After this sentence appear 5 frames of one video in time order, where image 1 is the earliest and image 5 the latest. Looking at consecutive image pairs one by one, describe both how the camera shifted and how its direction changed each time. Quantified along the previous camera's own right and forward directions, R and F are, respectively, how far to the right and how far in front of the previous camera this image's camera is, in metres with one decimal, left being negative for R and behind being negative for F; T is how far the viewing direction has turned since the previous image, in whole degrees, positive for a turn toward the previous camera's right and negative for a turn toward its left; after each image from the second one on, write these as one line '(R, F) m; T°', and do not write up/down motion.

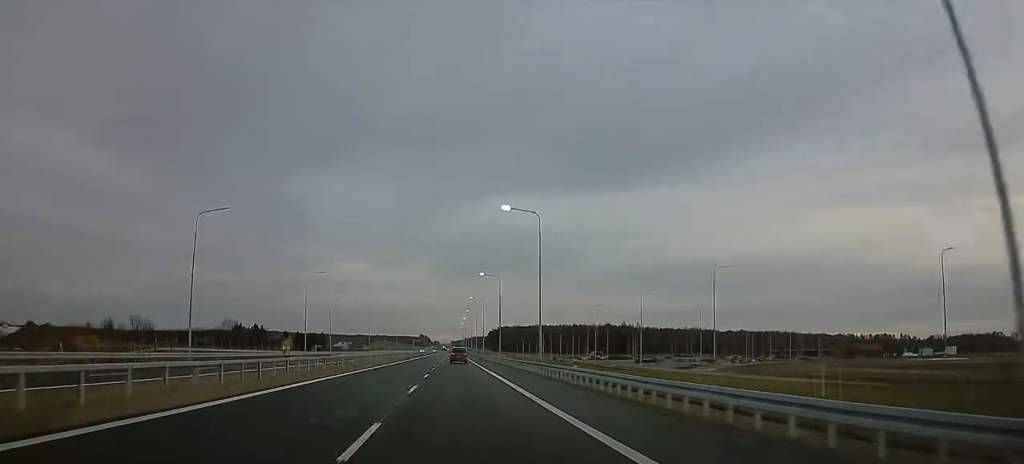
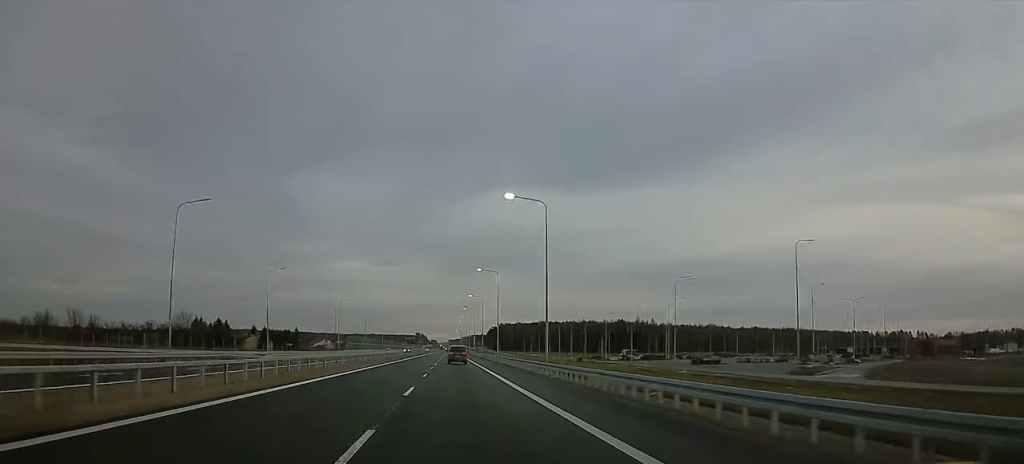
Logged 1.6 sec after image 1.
(0.0, +48.9) m; -1°
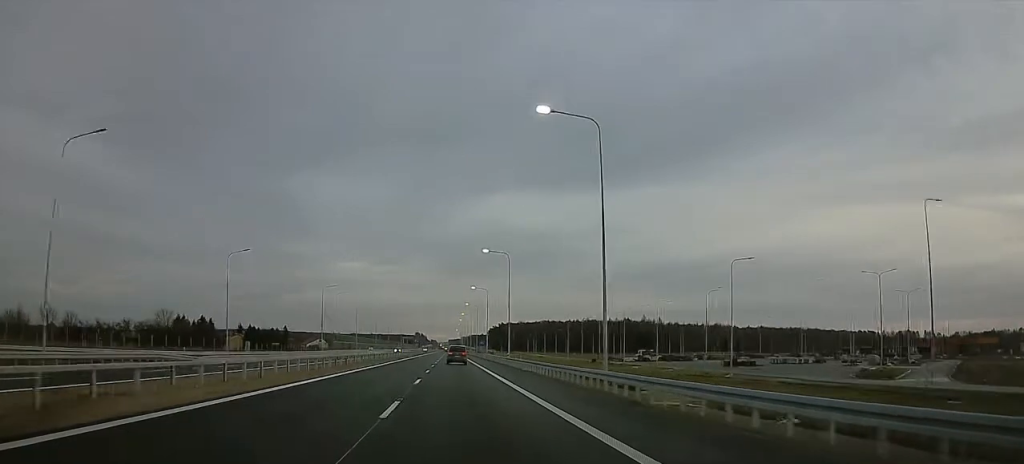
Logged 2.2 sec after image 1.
(-0.1, +18.1) m; 0°
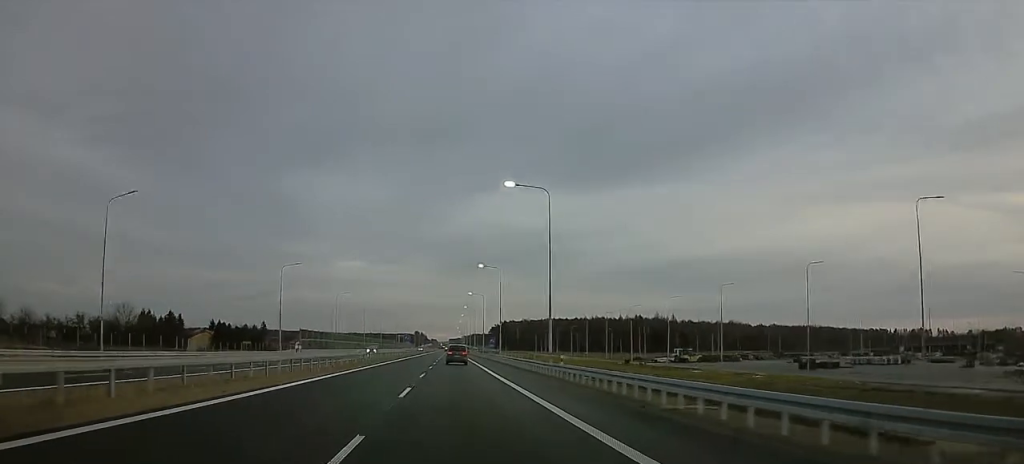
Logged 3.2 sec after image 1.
(0.0, +30.8) m; +1°
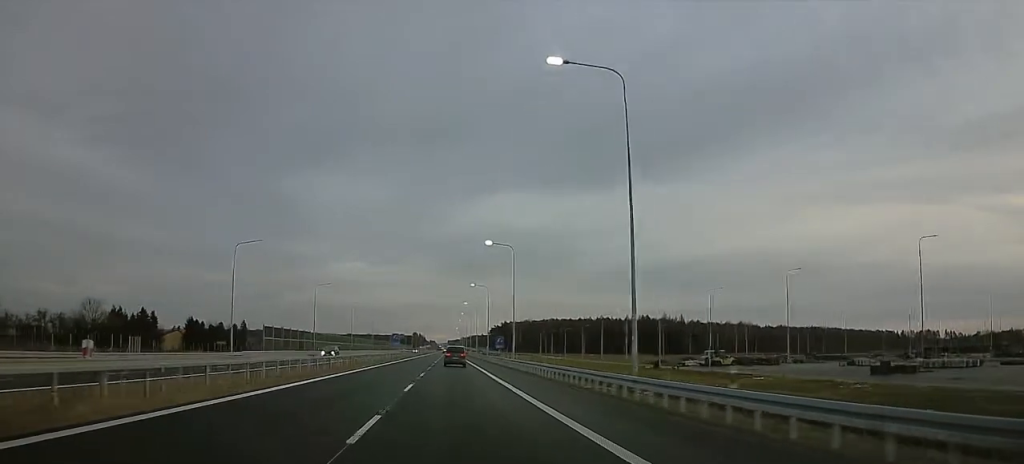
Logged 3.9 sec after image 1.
(+0.1, +20.6) m; +1°
